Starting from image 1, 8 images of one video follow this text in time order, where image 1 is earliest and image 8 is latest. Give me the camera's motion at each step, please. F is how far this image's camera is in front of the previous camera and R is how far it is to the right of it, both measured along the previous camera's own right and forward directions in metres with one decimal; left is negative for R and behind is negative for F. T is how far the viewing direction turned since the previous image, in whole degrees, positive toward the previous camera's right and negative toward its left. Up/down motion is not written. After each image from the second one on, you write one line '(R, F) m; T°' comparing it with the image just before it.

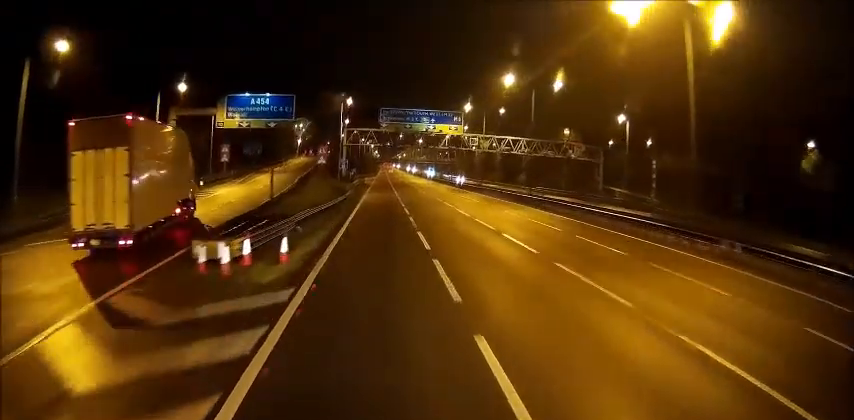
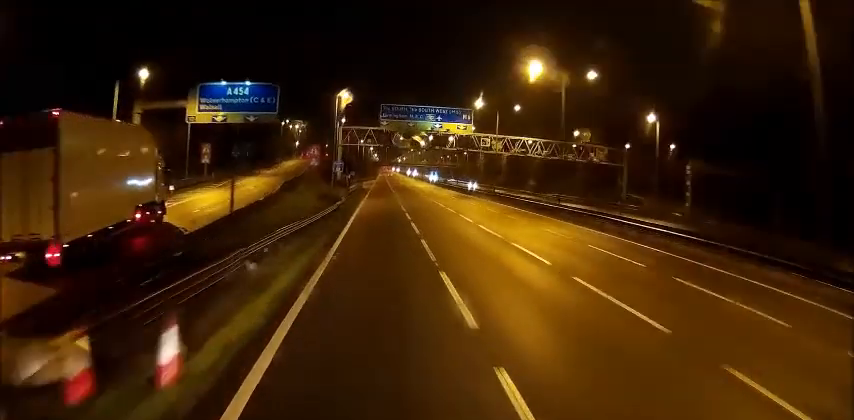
(0.0, +10.5) m; 0°
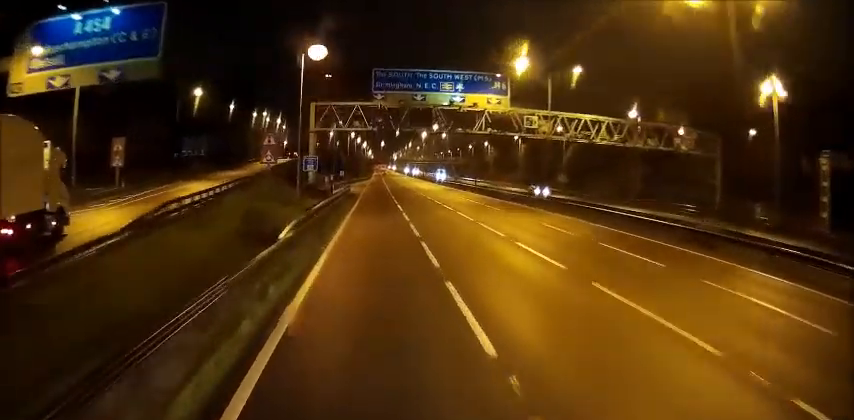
(+0.2, +28.5) m; +1°
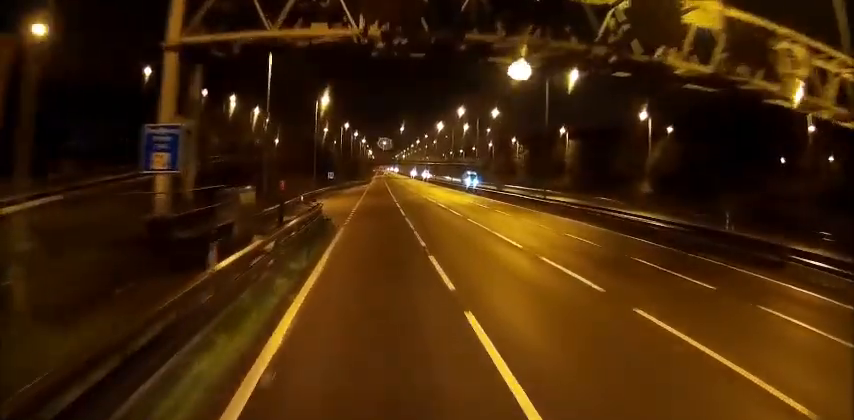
(+0.2, +38.3) m; +1°
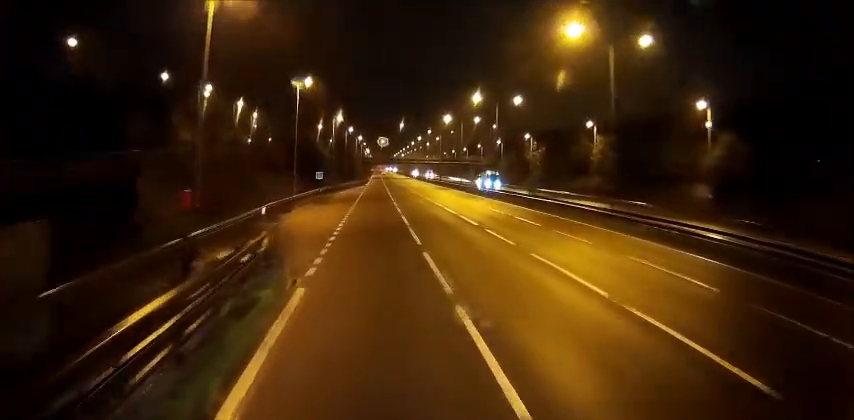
(+0.1, +16.6) m; 0°
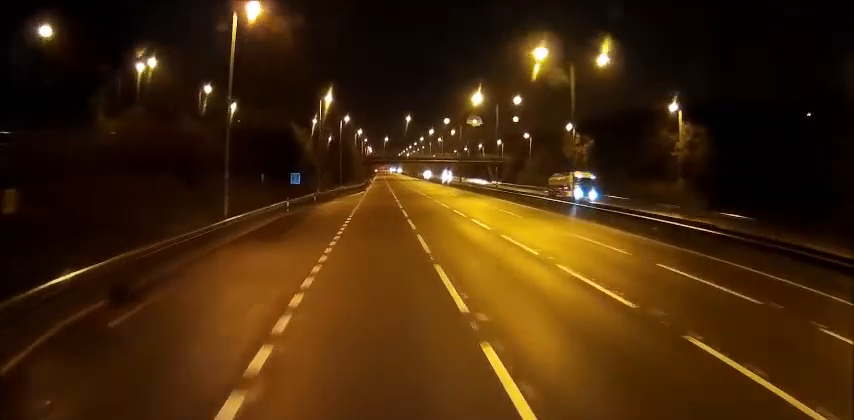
(+0.1, +28.9) m; 0°
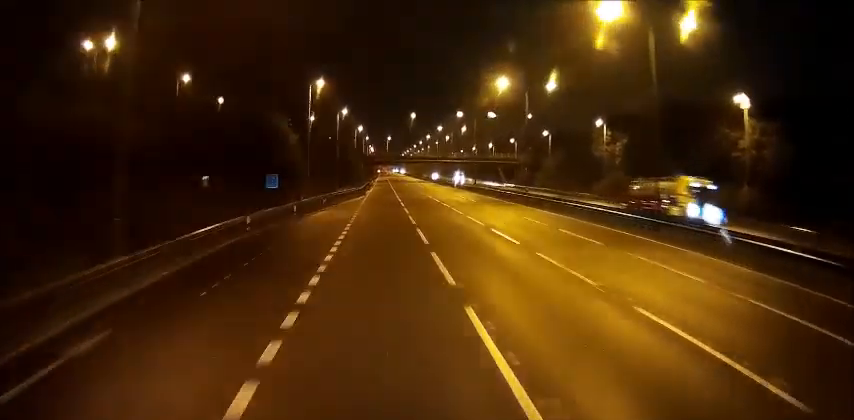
(-0.1, +14.7) m; 0°
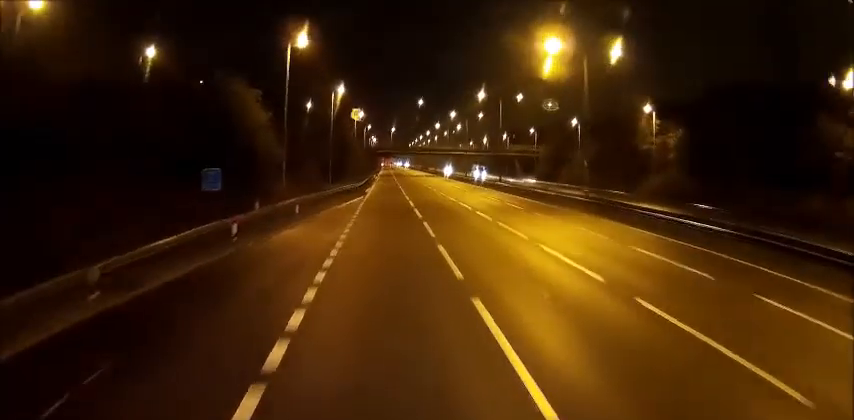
(-0.1, +17.9) m; 0°
